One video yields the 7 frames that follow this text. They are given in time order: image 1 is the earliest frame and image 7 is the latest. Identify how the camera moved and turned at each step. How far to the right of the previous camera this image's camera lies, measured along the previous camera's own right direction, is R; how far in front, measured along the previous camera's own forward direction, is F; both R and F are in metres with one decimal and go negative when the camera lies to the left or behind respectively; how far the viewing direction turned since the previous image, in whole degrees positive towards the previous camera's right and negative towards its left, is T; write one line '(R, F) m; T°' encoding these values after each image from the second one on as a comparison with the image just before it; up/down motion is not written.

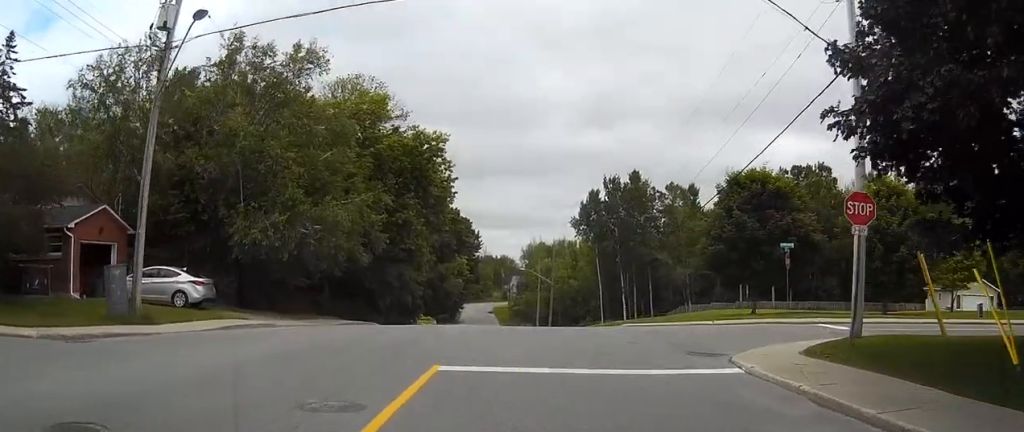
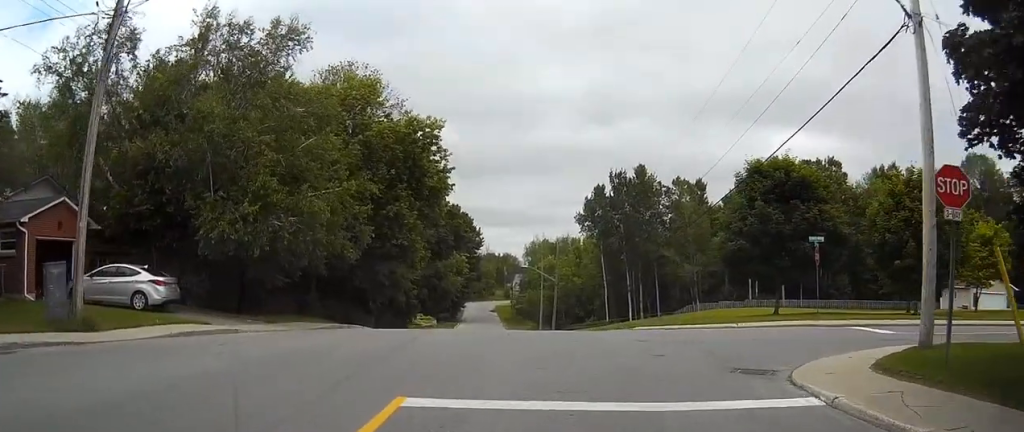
(0.0, +3.2) m; 0°
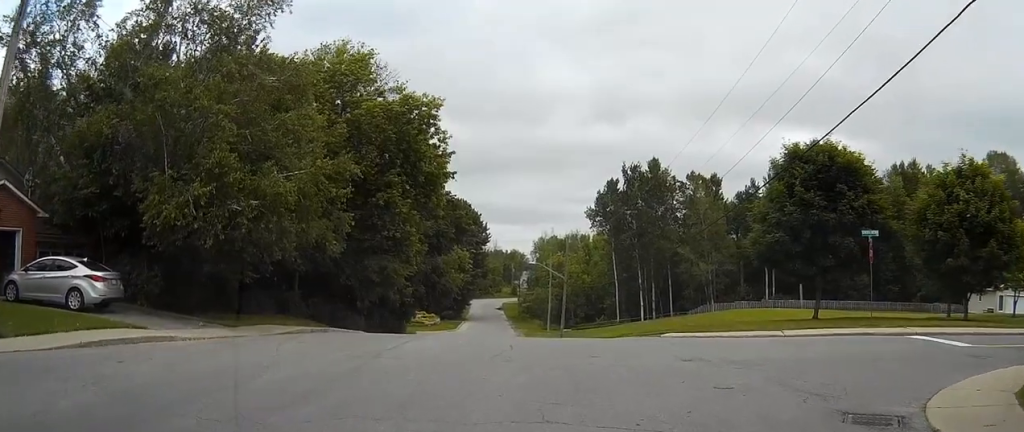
(-0.1, +4.8) m; -1°
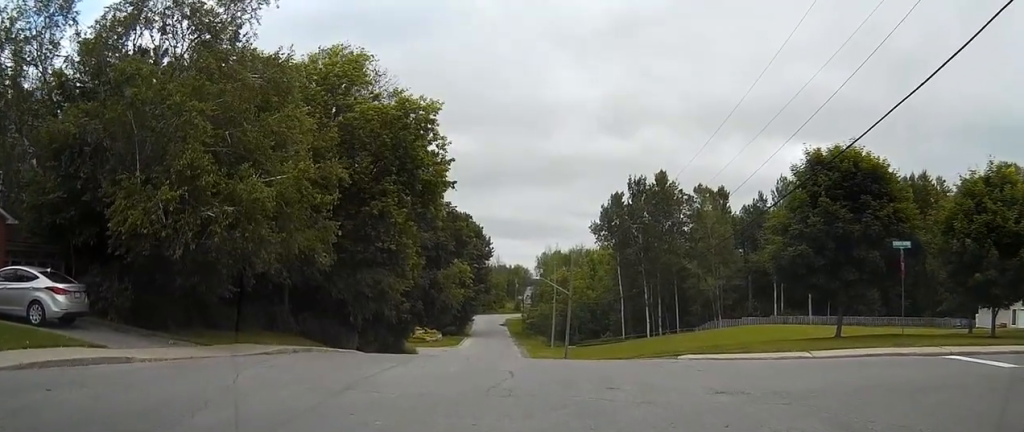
(+0.1, +3.8) m; +1°
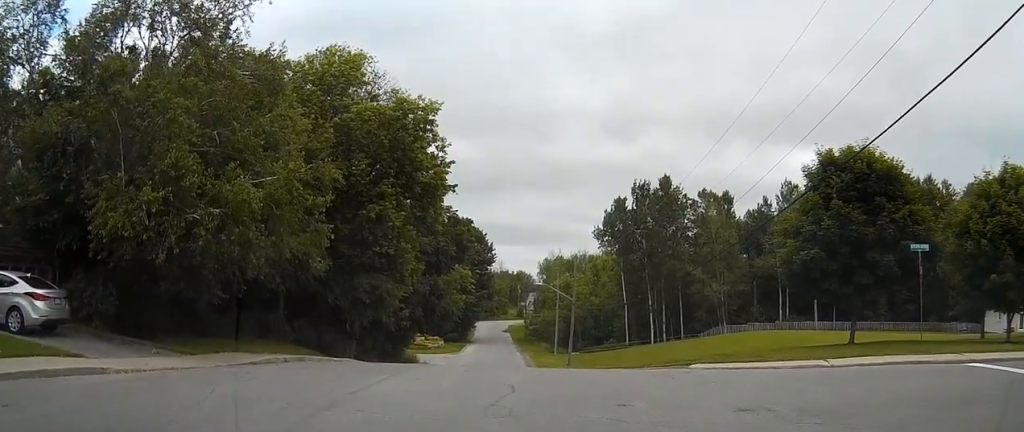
(0.0, +1.4) m; 0°
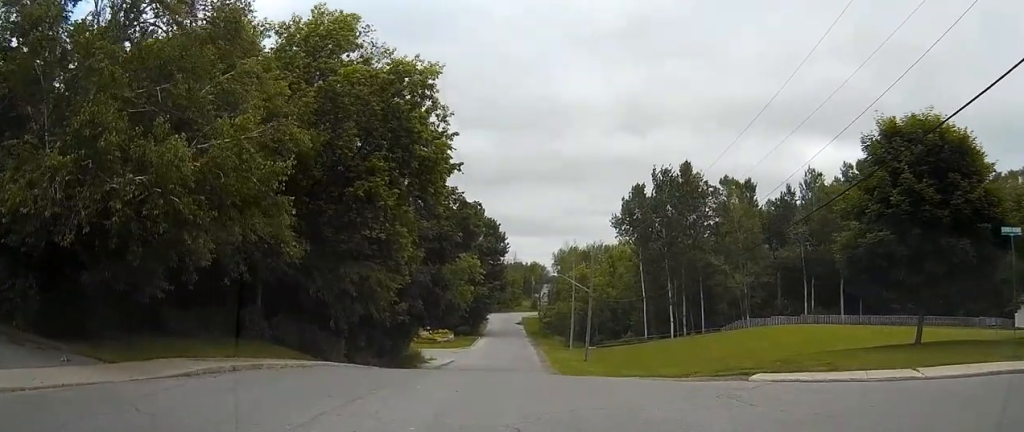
(-0.1, +3.8) m; -2°
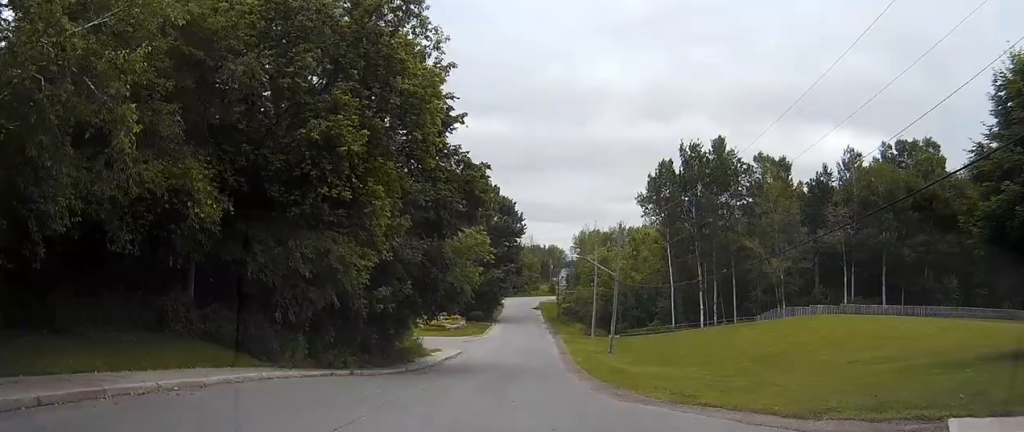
(-0.1, +6.3) m; -2°
